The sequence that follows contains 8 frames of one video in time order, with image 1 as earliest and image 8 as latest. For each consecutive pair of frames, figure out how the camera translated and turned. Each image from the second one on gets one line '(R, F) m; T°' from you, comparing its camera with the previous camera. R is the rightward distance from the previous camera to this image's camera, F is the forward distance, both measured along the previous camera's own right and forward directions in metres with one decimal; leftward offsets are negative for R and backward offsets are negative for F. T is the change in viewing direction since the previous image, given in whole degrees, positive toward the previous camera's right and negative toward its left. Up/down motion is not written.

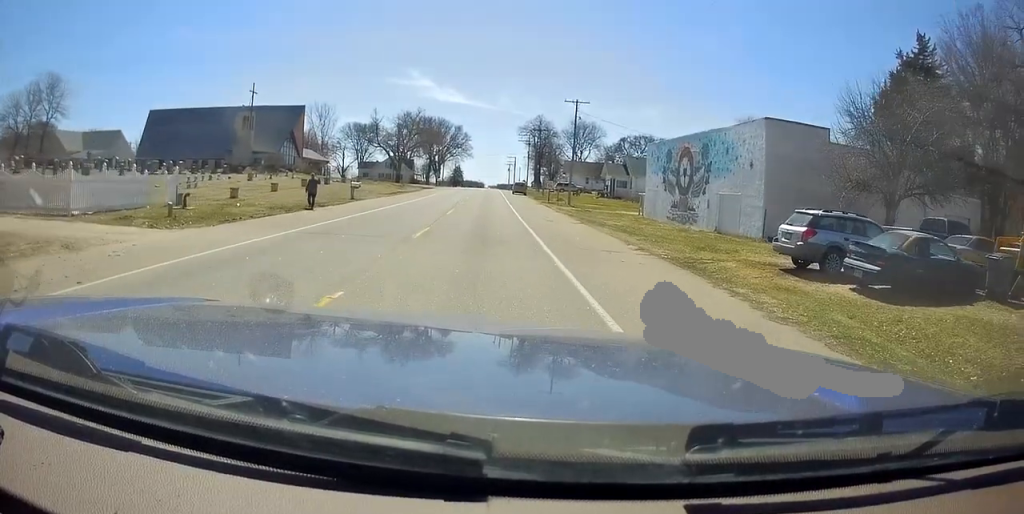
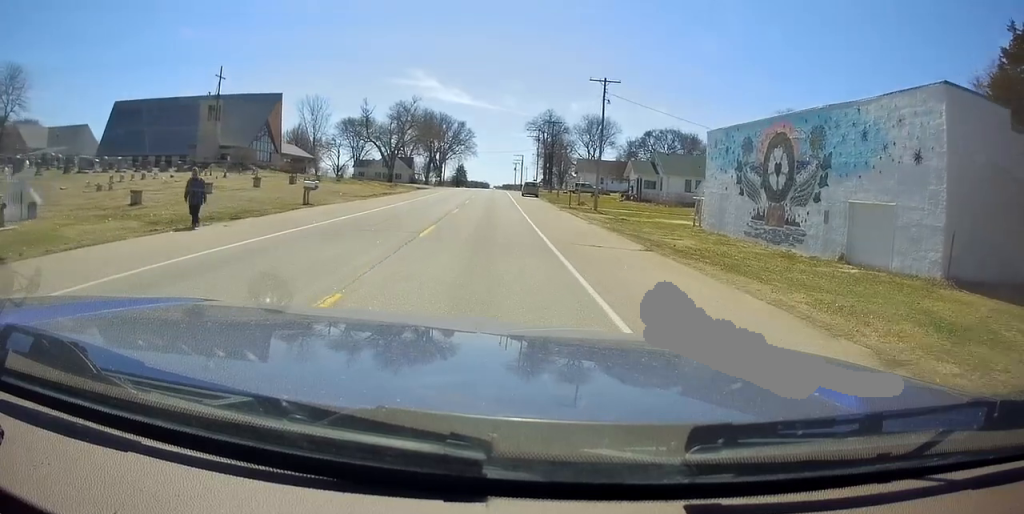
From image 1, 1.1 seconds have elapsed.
(0.0, +11.7) m; 0°
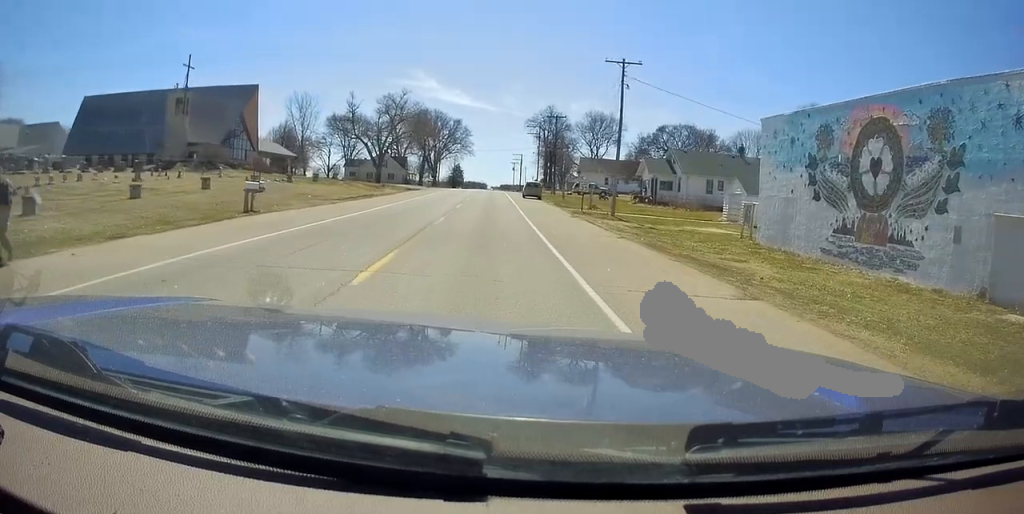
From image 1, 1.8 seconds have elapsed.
(0.0, +7.4) m; 0°
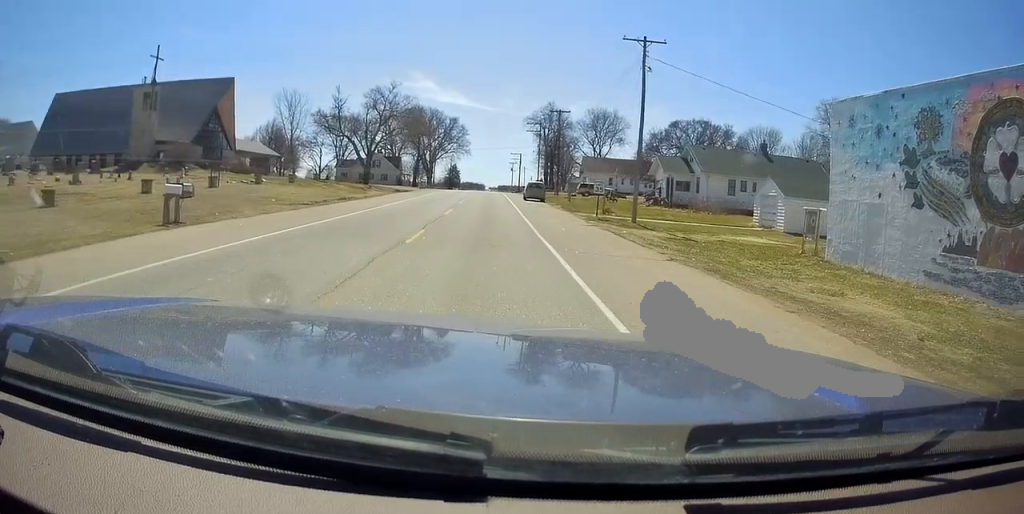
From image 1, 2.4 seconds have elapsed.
(0.0, +6.3) m; 0°
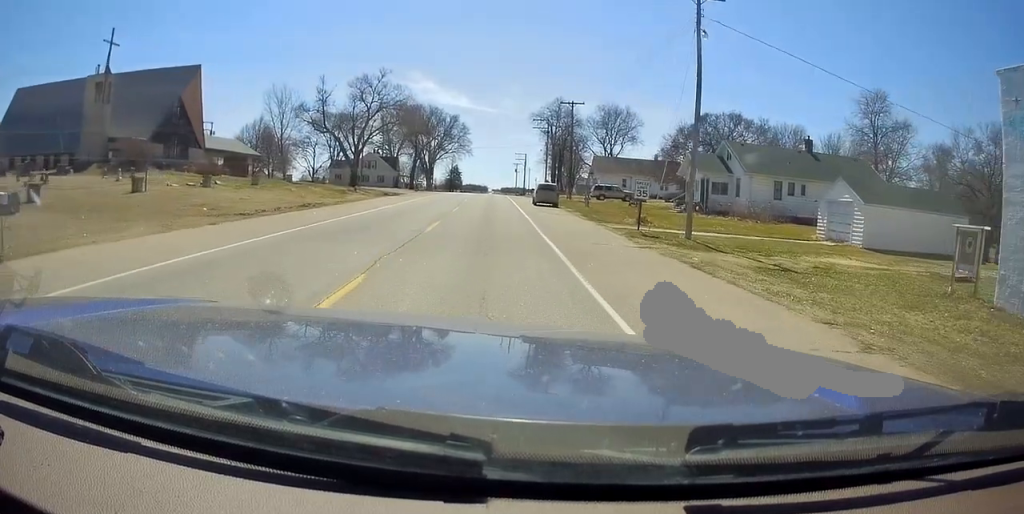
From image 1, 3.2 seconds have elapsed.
(0.0, +8.8) m; 0°
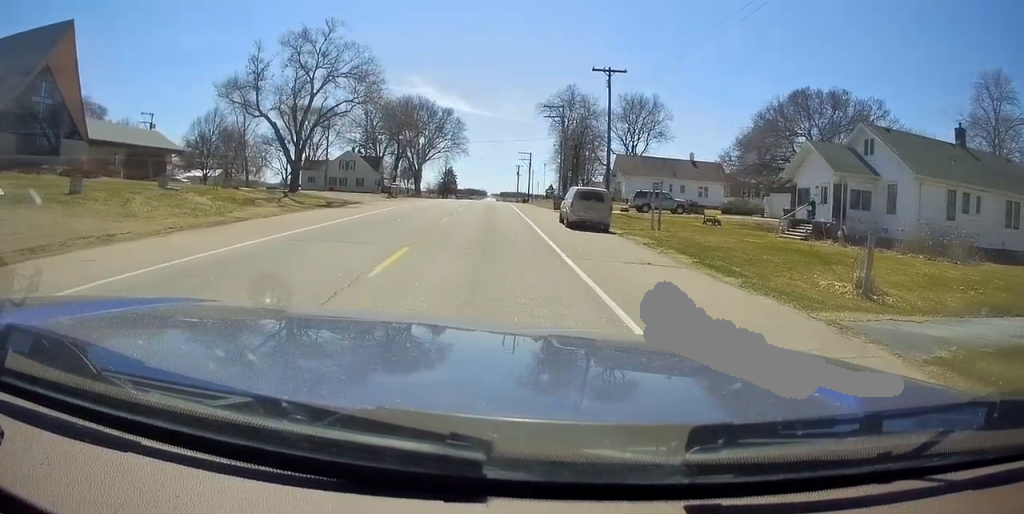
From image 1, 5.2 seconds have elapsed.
(-1.3, +19.6) m; -5°
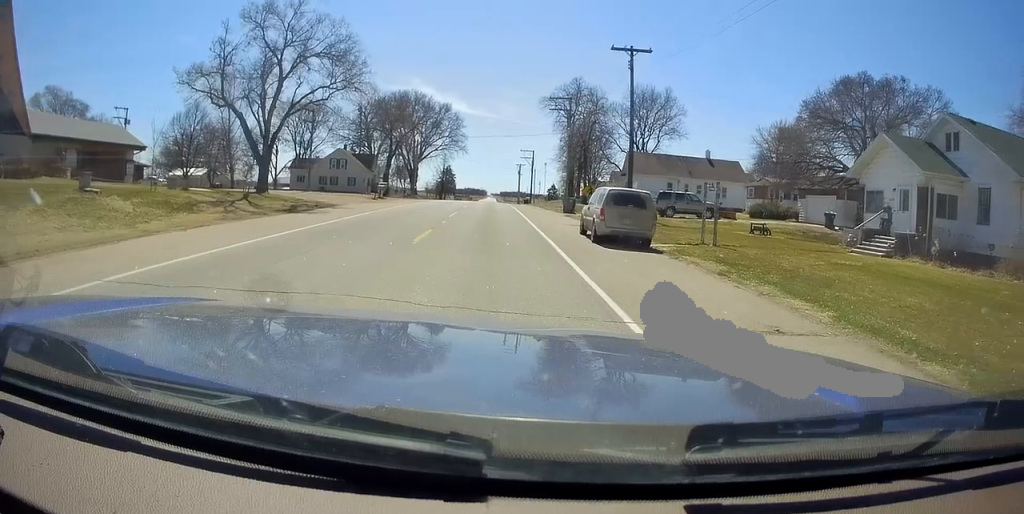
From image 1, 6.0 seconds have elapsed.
(+0.2, +6.4) m; +3°
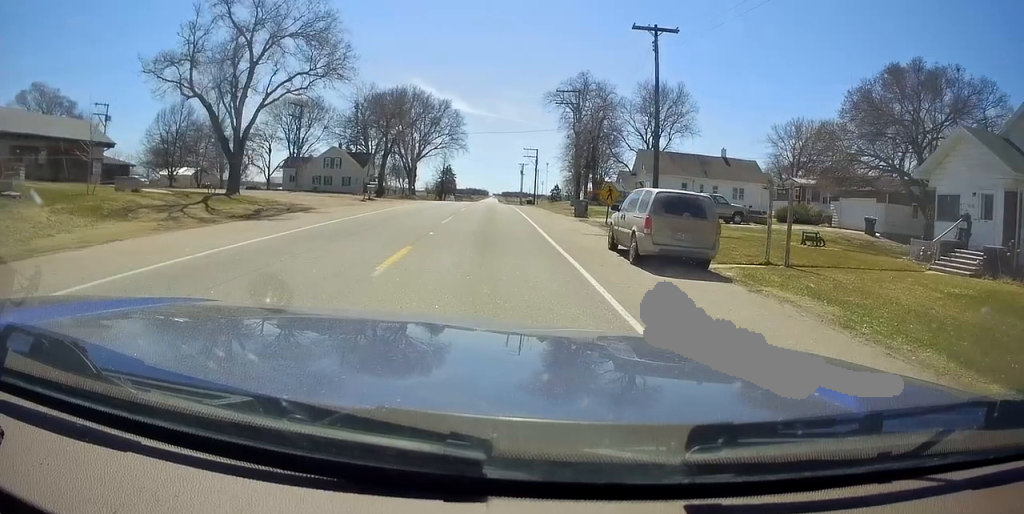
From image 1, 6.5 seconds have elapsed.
(+0.2, +4.9) m; +3°
